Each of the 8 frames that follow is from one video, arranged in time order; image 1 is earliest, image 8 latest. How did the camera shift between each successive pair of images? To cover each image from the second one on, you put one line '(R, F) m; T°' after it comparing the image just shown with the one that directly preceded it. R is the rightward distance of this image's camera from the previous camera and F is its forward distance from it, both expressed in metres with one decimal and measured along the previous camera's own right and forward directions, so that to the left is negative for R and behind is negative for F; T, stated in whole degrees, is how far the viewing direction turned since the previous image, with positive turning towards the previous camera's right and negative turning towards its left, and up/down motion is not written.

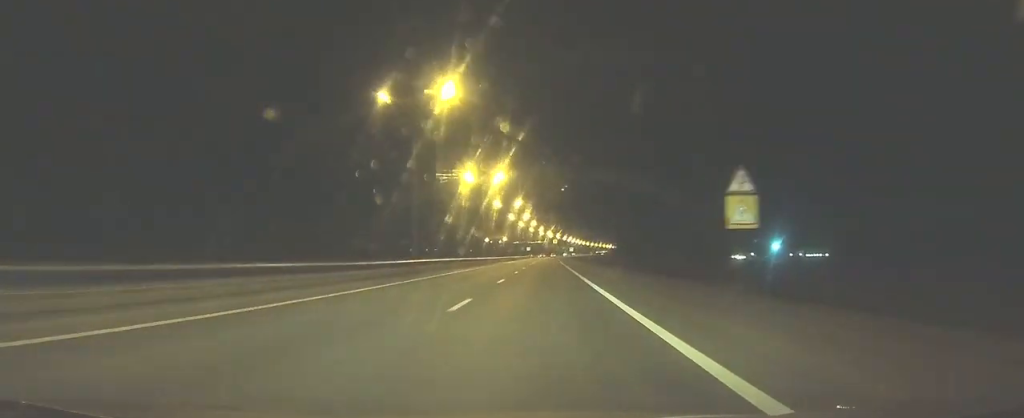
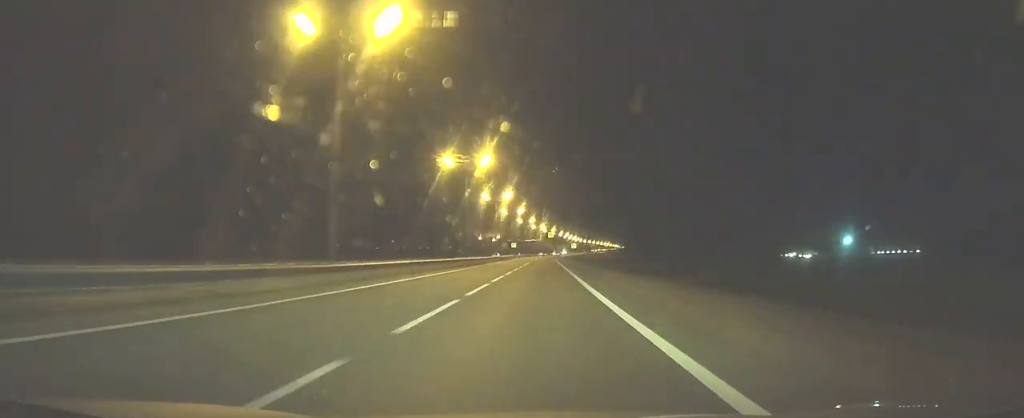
(+0.2, +57.3) m; +1°
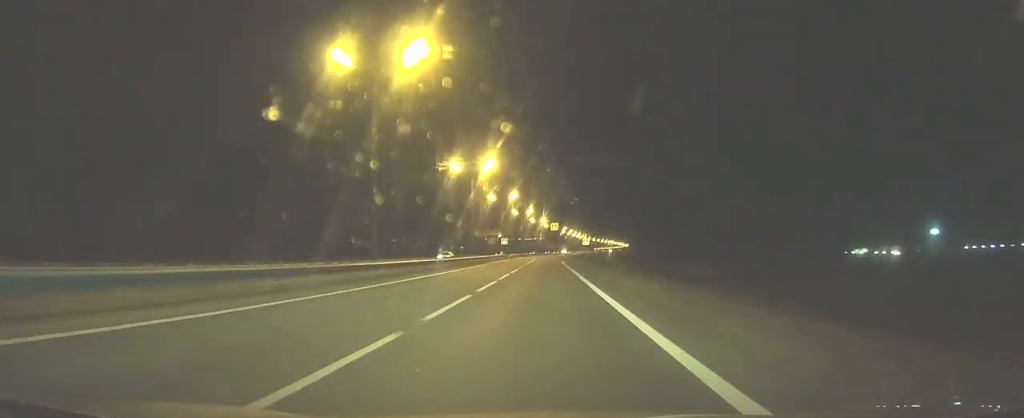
(0.0, +38.3) m; 0°
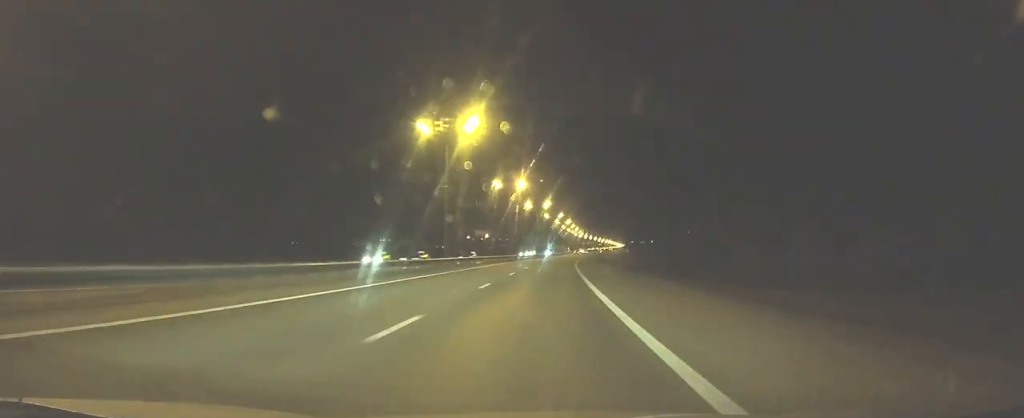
(+1.4, +110.0) m; +2°
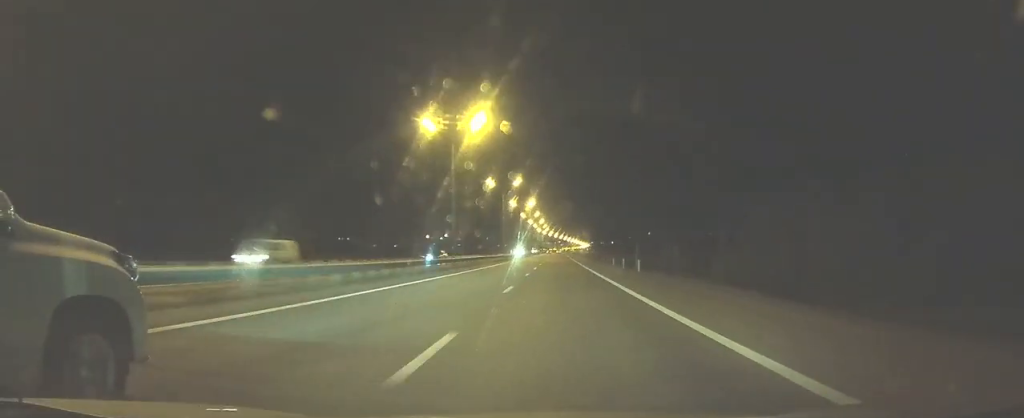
(+2.1, +85.9) m; +3°
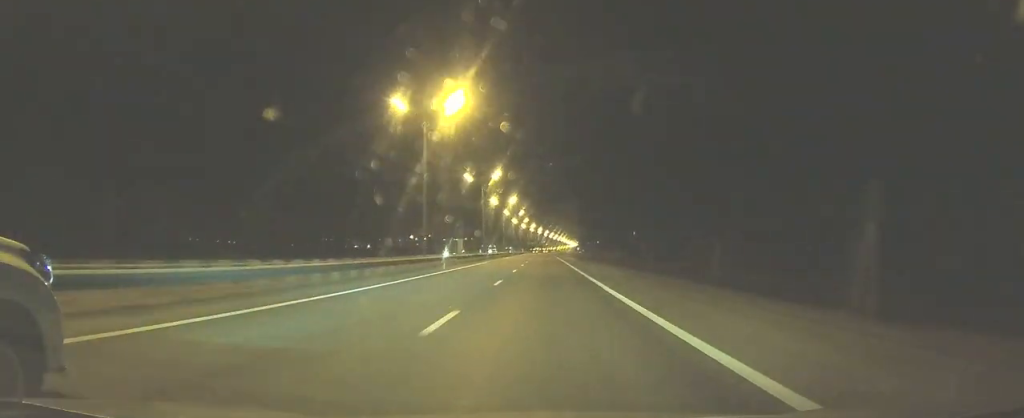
(+2.2, +91.9) m; +1°
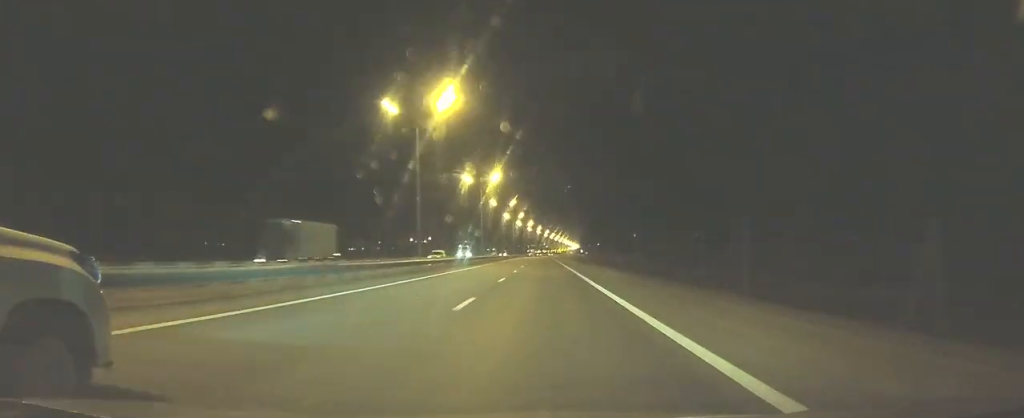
(0.0, +44.5) m; 0°
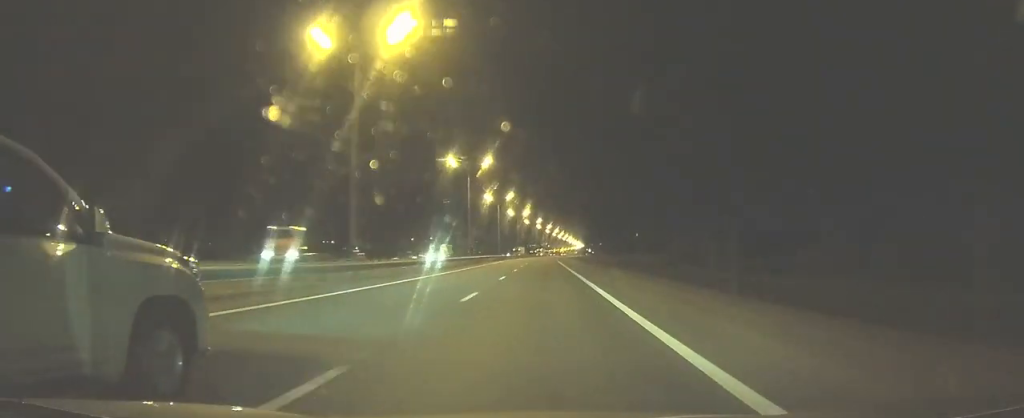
(-0.2, +58.6) m; 0°
